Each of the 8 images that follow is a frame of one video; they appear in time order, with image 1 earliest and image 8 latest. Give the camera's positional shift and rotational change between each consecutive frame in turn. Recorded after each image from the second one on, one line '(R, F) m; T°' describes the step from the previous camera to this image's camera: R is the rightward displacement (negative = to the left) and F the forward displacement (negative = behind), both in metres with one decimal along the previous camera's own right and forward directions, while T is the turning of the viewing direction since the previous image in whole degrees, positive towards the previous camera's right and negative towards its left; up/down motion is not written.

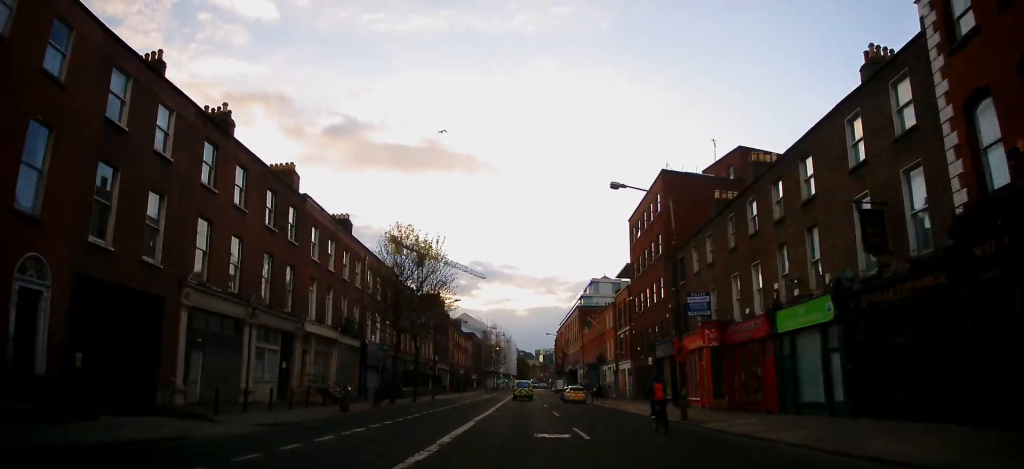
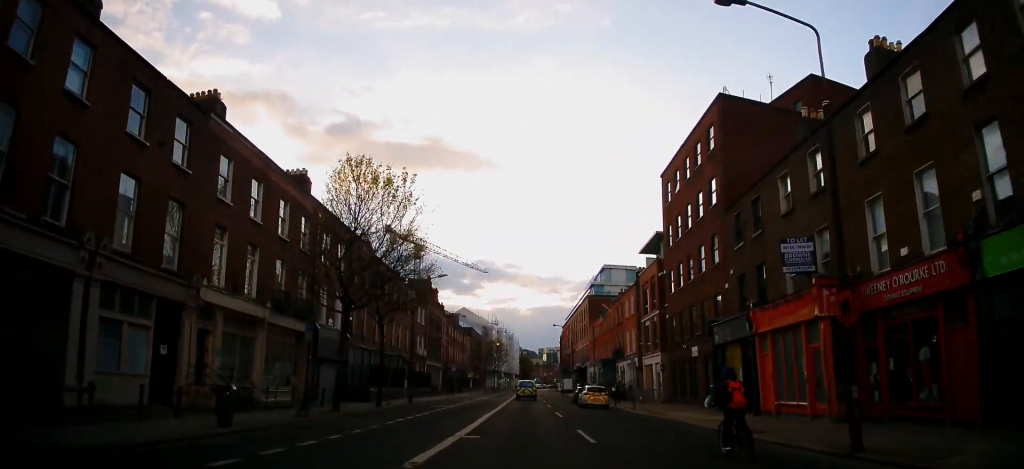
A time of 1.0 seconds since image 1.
(+0.1, +12.5) m; +1°
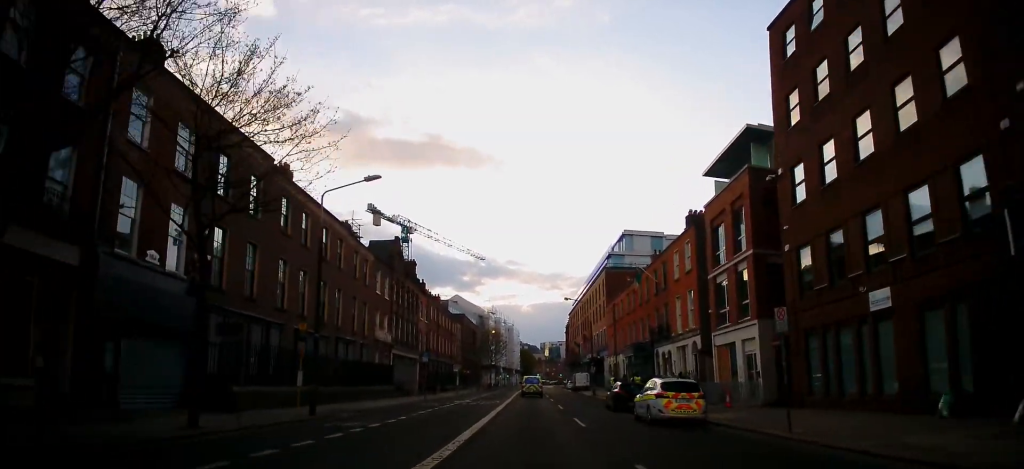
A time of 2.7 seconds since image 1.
(-0.2, +21.2) m; -2°
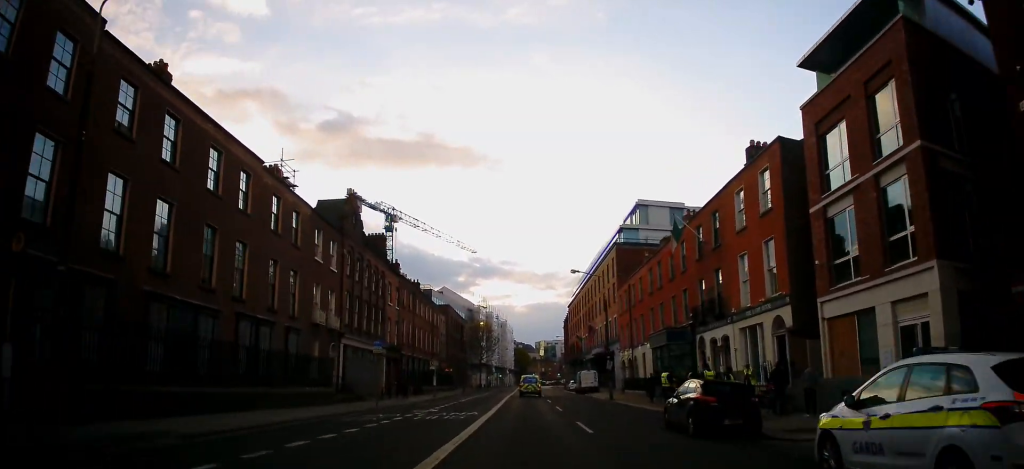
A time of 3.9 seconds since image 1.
(+0.1, +14.2) m; +1°
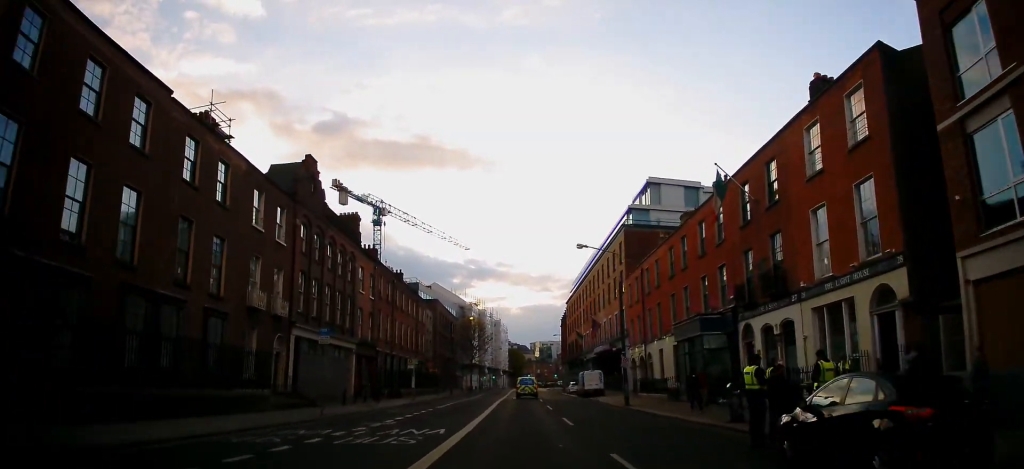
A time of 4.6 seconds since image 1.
(0.0, +8.4) m; 0°
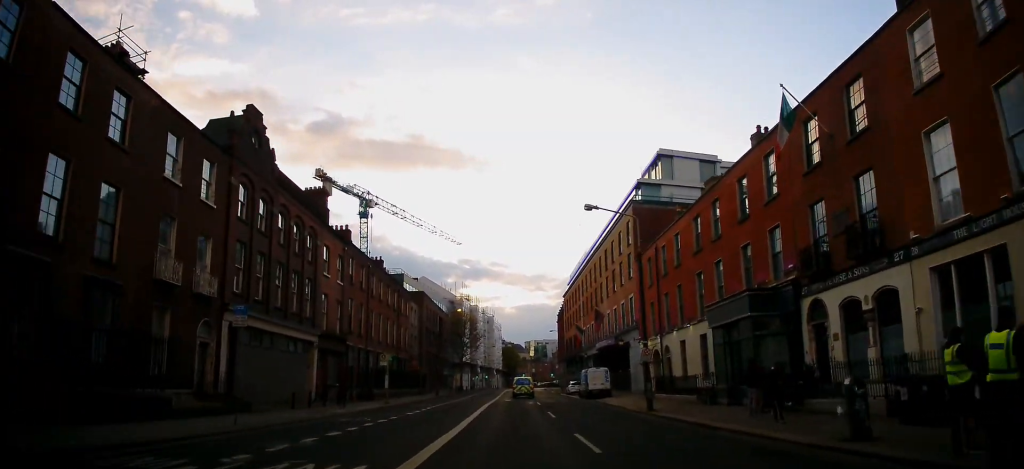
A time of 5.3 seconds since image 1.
(+0.1, +7.9) m; +2°
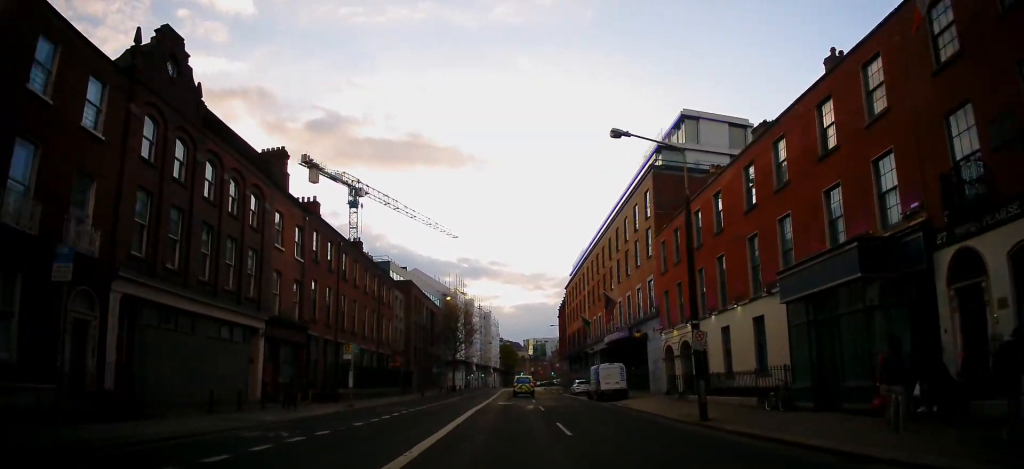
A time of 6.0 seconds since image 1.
(+0.2, +8.3) m; 0°
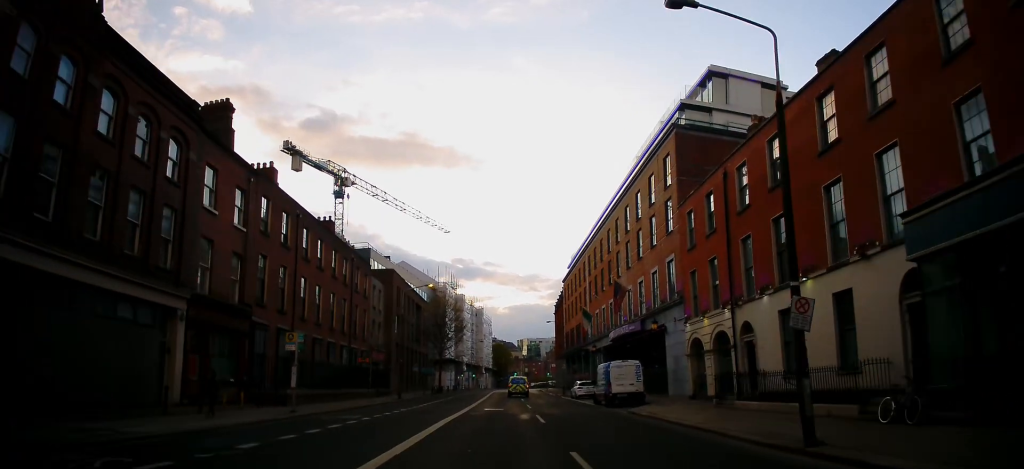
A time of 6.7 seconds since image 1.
(+0.2, +7.9) m; -1°
